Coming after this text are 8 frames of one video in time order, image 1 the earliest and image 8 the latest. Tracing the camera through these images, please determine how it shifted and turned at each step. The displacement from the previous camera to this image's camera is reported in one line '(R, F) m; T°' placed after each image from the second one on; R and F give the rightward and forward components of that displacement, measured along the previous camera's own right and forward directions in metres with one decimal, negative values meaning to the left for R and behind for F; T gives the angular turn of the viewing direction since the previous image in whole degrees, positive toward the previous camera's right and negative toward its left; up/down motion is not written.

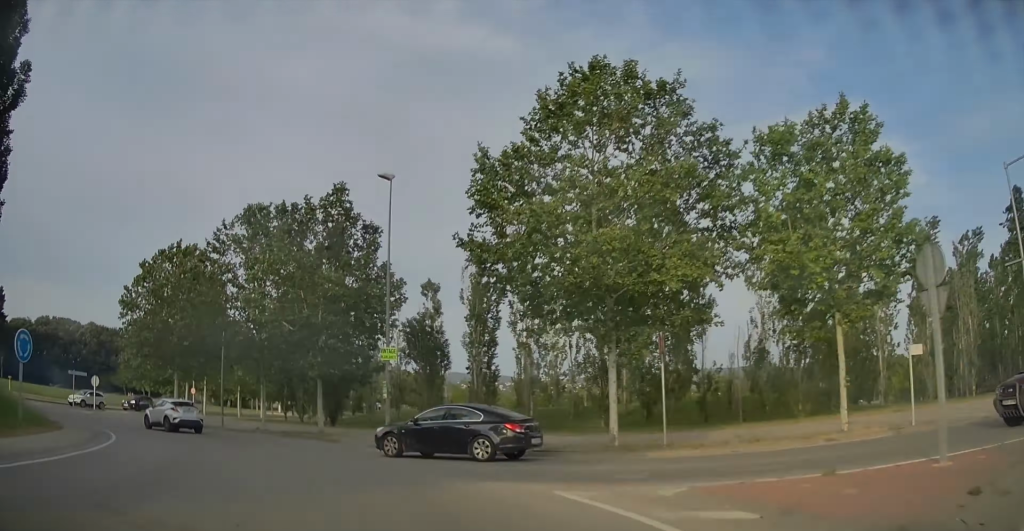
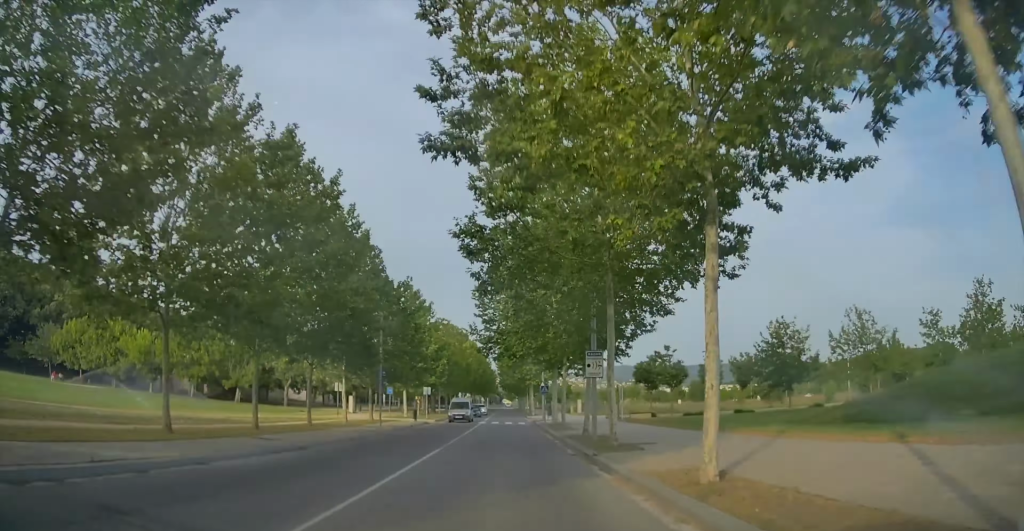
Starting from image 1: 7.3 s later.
(-22.5, +77.3) m; -10°
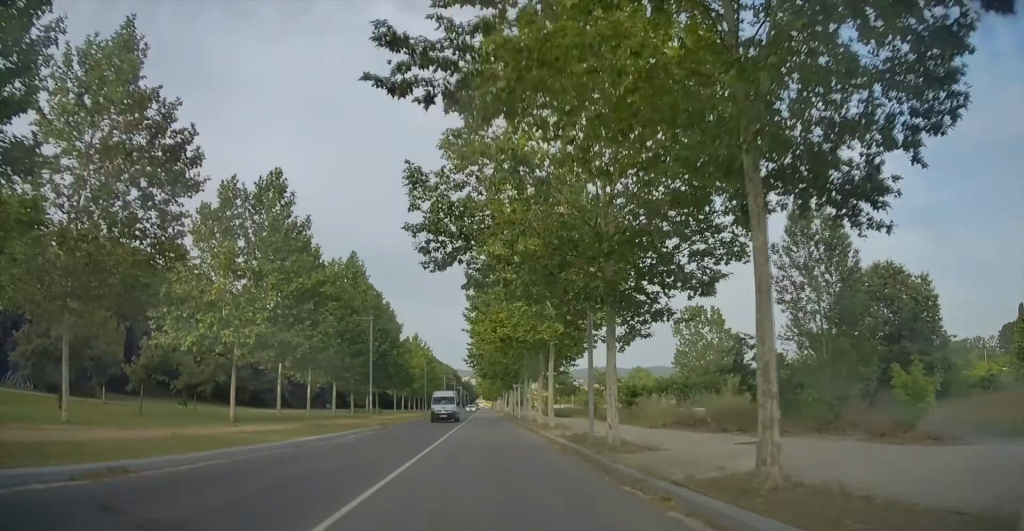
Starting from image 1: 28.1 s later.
(+28.1, +245.7) m; +7°
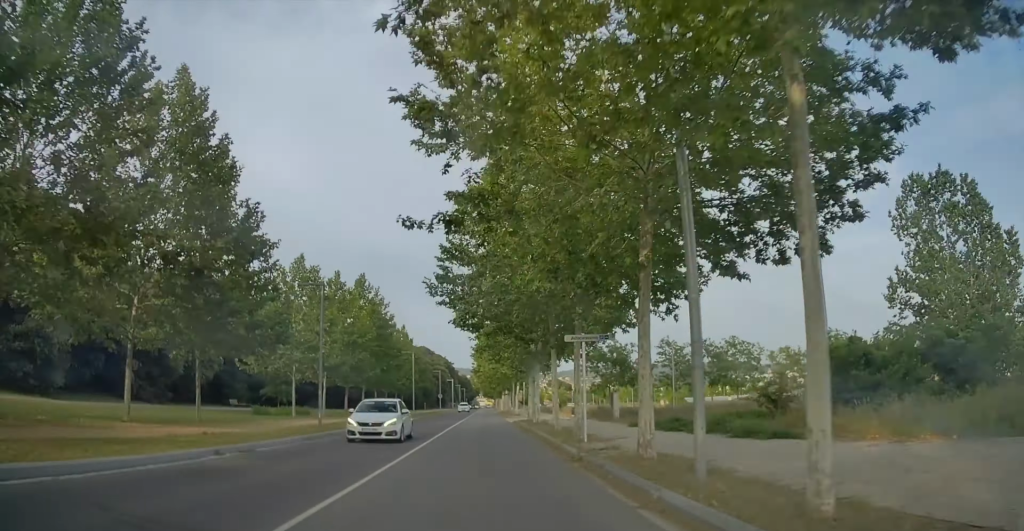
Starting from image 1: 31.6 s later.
(0.0, +41.7) m; 0°
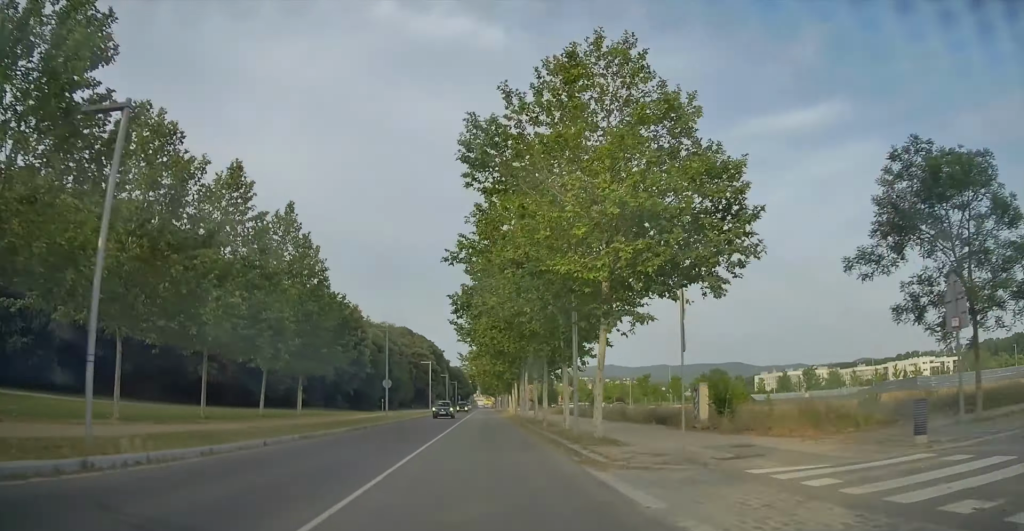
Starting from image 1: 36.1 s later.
(0.0, +52.3) m; 0°
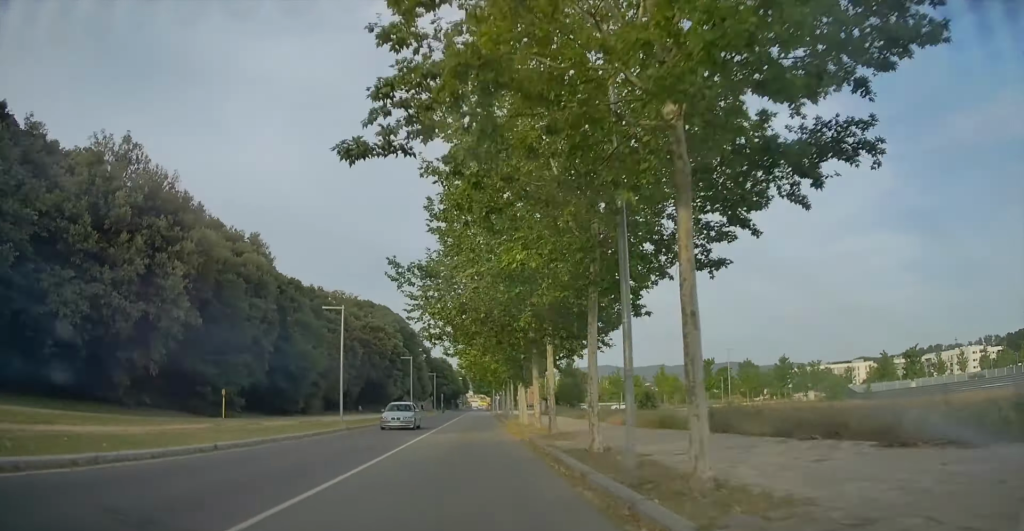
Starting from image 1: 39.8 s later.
(+0.1, +43.4) m; 0°
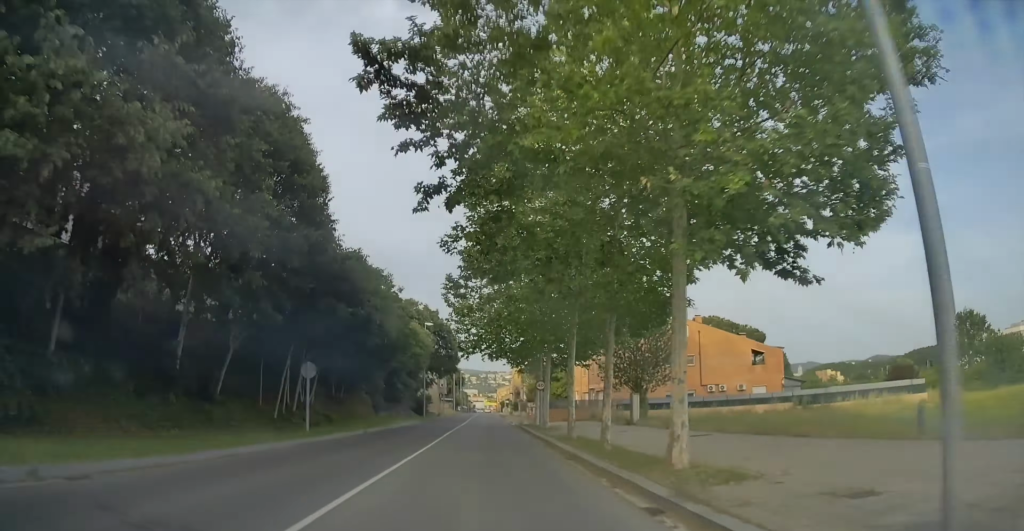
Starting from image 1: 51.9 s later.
(+0.2, +133.8) m; +1°
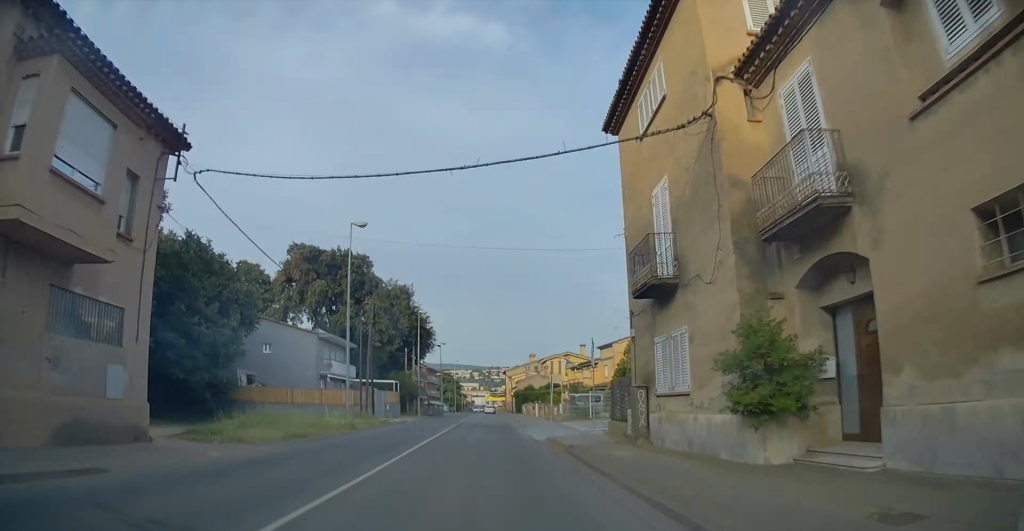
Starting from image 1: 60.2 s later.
(+0.8, +81.6) m; 0°
